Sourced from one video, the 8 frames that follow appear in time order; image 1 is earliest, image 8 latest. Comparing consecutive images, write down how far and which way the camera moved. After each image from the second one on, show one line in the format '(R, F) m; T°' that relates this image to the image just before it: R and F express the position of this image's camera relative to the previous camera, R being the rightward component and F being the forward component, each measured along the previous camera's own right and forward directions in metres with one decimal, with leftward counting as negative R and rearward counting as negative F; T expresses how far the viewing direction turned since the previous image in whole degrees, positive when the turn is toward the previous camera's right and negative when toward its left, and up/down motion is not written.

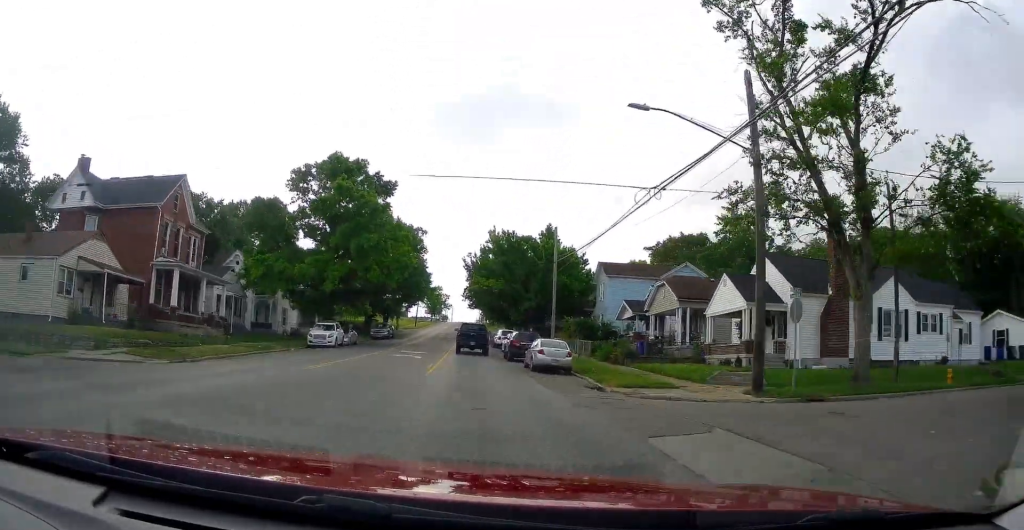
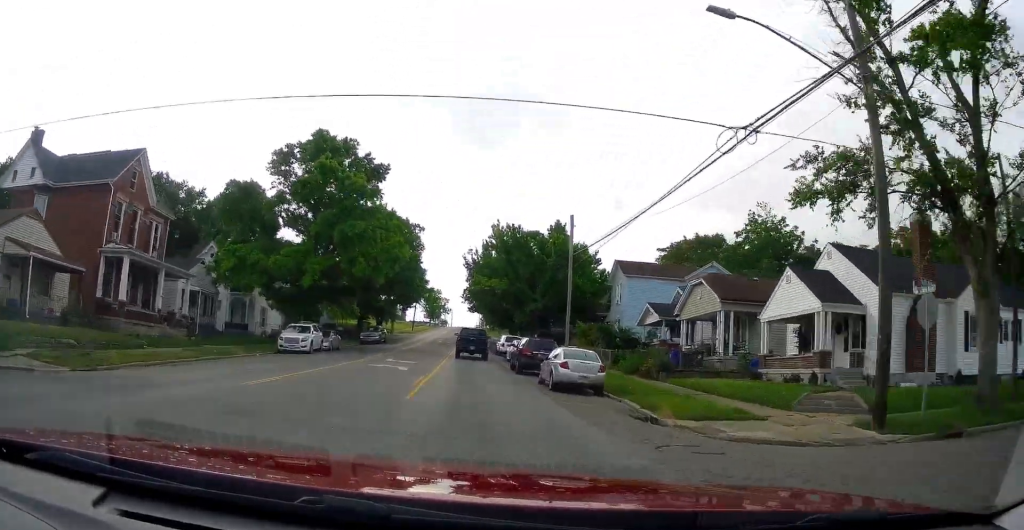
(+0.1, +6.3) m; -2°
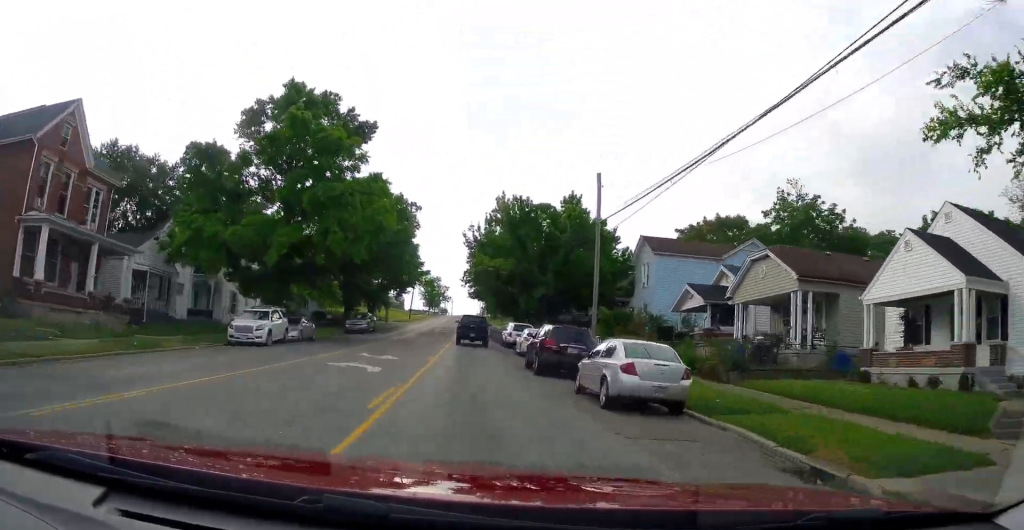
(+0.2, +7.3) m; -2°
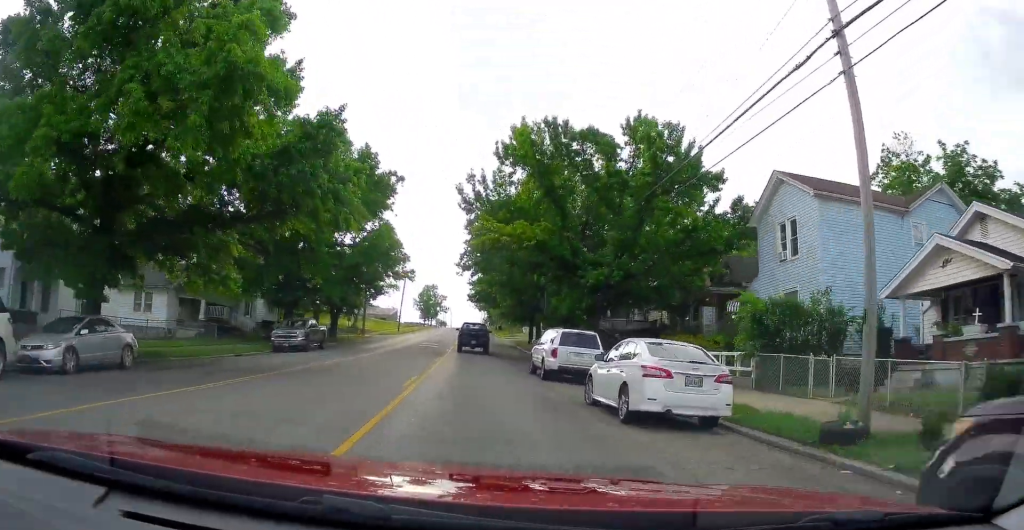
(-0.2, +20.0) m; +5°
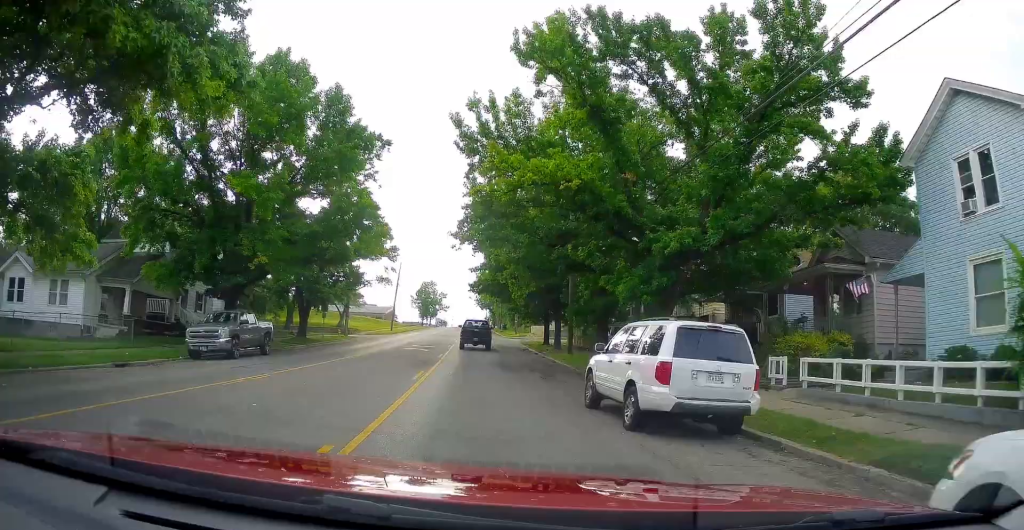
(+1.1, +10.6) m; +2°
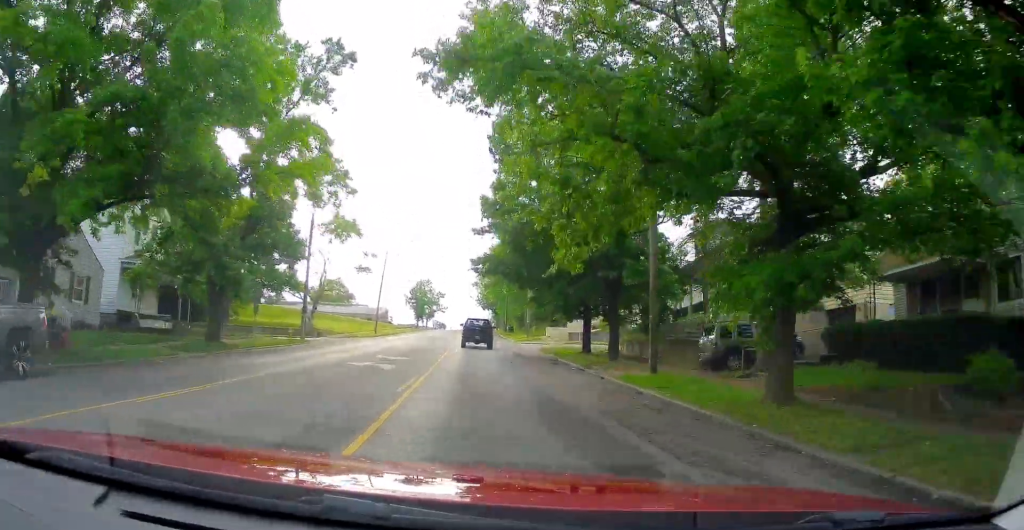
(-0.6, +16.0) m; -3°
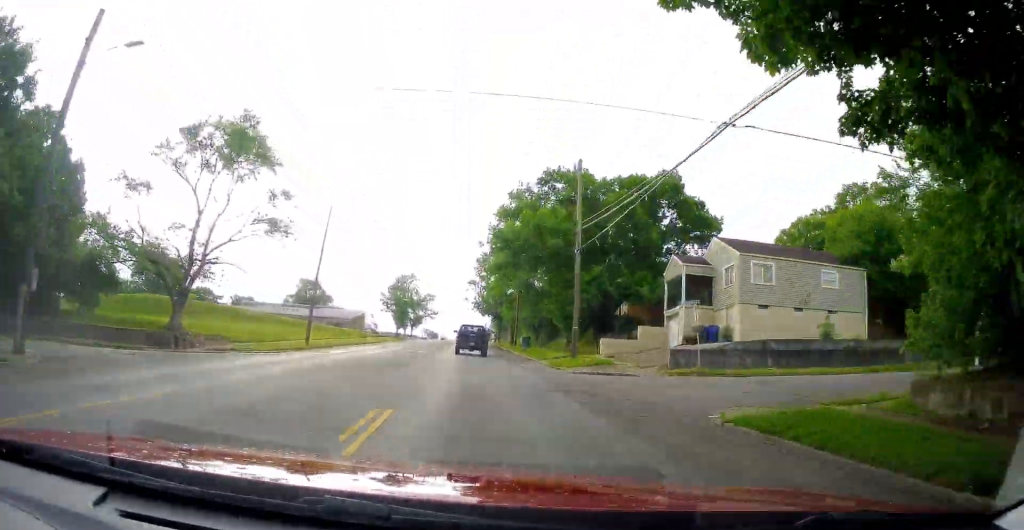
(-0.5, +30.2) m; 0°
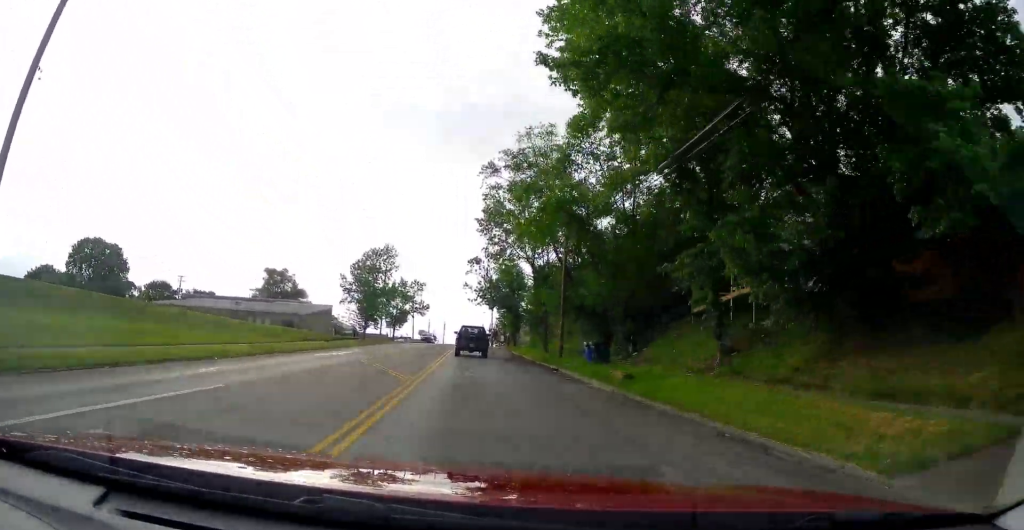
(+0.6, +33.4) m; 0°
